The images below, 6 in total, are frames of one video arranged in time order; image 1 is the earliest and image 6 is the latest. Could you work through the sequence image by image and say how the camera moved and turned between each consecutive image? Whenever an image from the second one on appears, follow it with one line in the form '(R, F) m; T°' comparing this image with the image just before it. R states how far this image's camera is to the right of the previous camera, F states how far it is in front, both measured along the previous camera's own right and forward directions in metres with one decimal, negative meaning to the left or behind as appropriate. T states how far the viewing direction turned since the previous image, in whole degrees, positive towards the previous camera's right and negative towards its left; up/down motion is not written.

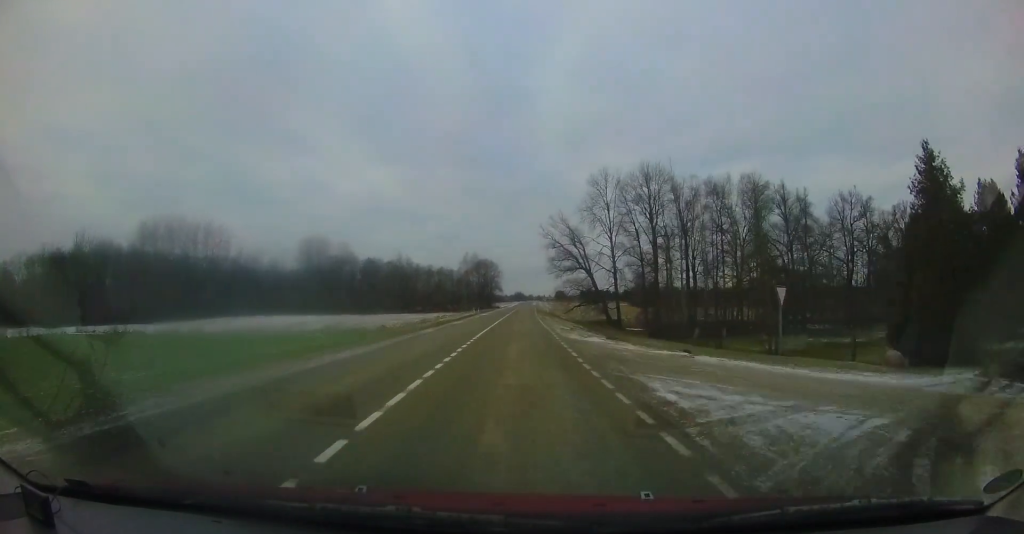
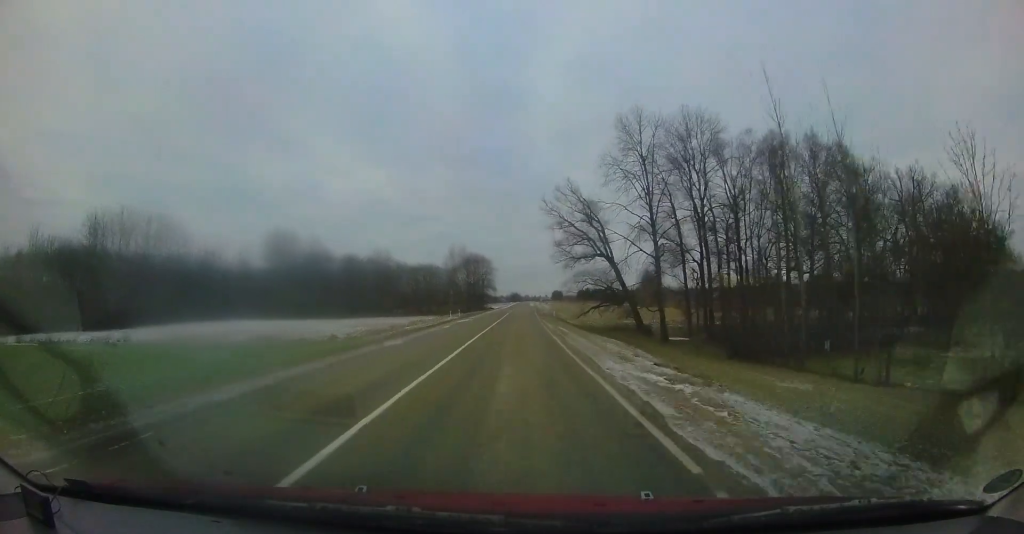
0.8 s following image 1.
(+0.1, +15.4) m; +2°
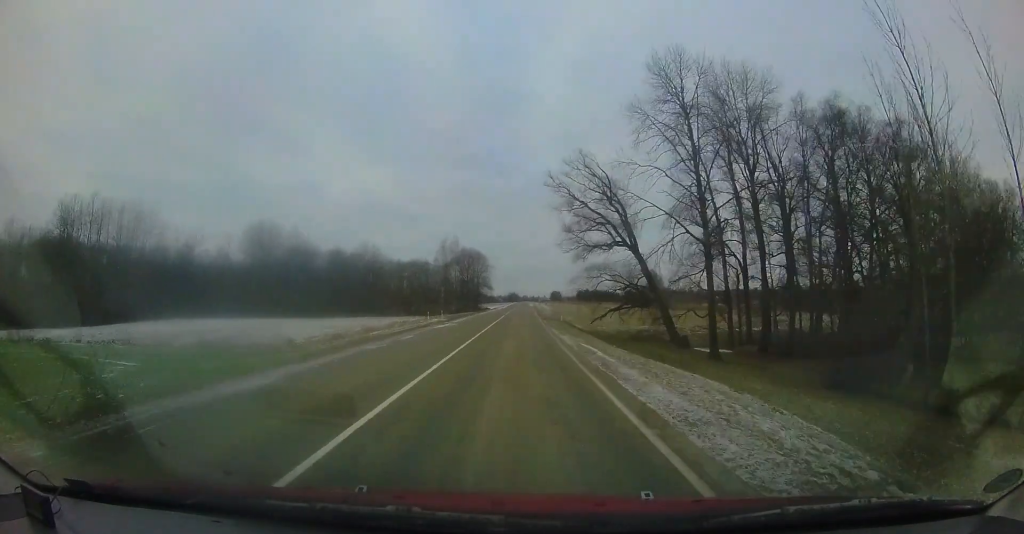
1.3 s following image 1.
(-0.1, +8.7) m; +1°
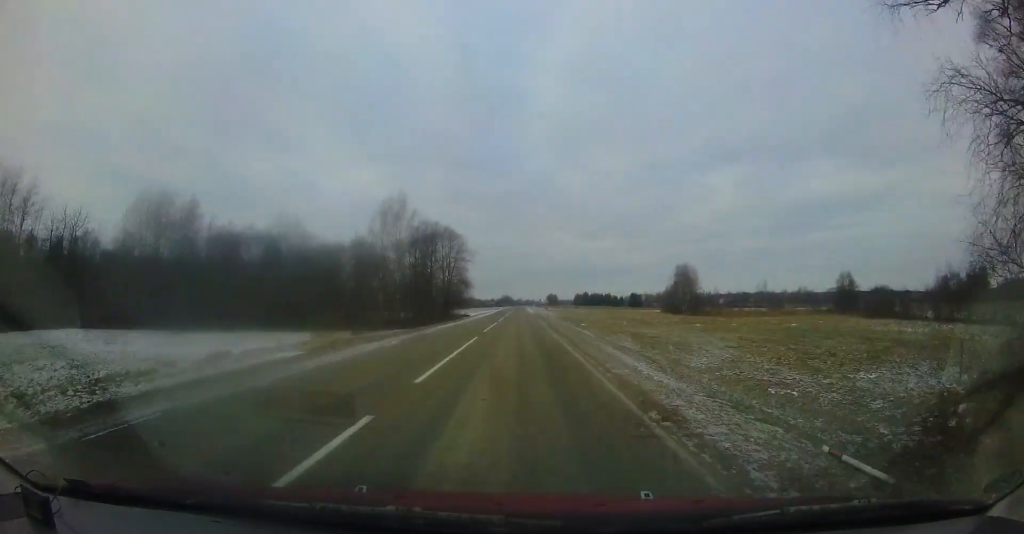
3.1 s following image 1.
(+0.1, +33.4) m; -1°
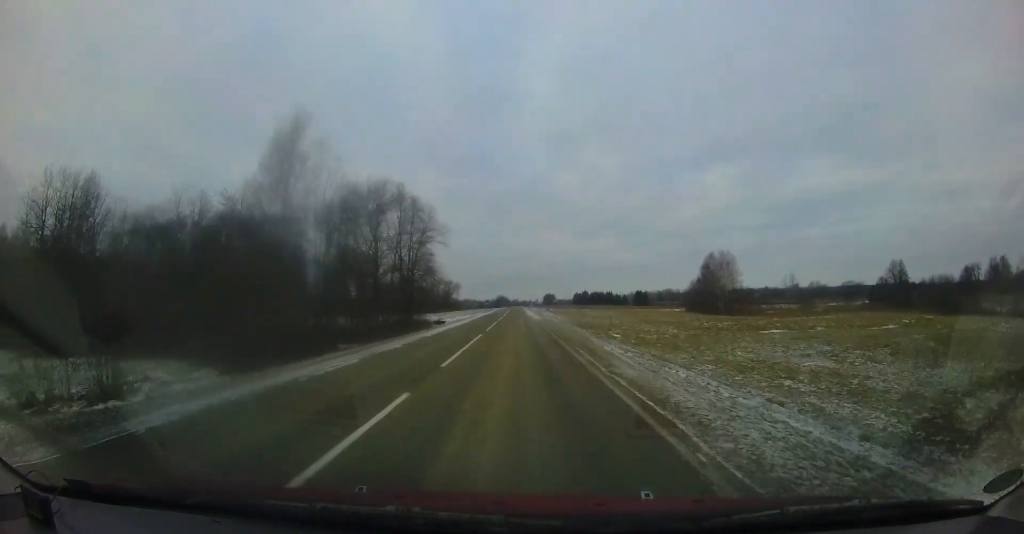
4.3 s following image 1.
(+0.2, +21.9) m; 0°
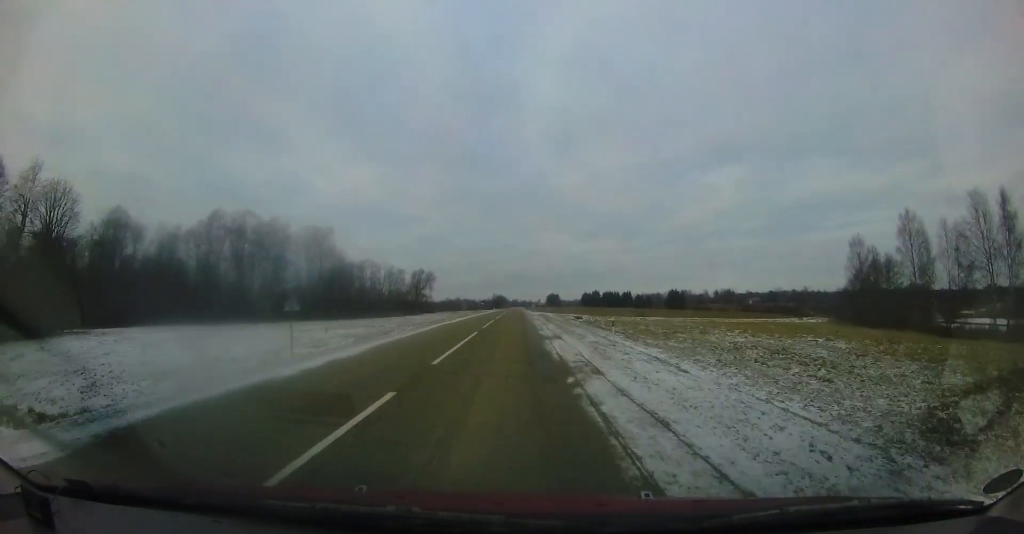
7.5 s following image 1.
(+1.4, +60.2) m; +2°
